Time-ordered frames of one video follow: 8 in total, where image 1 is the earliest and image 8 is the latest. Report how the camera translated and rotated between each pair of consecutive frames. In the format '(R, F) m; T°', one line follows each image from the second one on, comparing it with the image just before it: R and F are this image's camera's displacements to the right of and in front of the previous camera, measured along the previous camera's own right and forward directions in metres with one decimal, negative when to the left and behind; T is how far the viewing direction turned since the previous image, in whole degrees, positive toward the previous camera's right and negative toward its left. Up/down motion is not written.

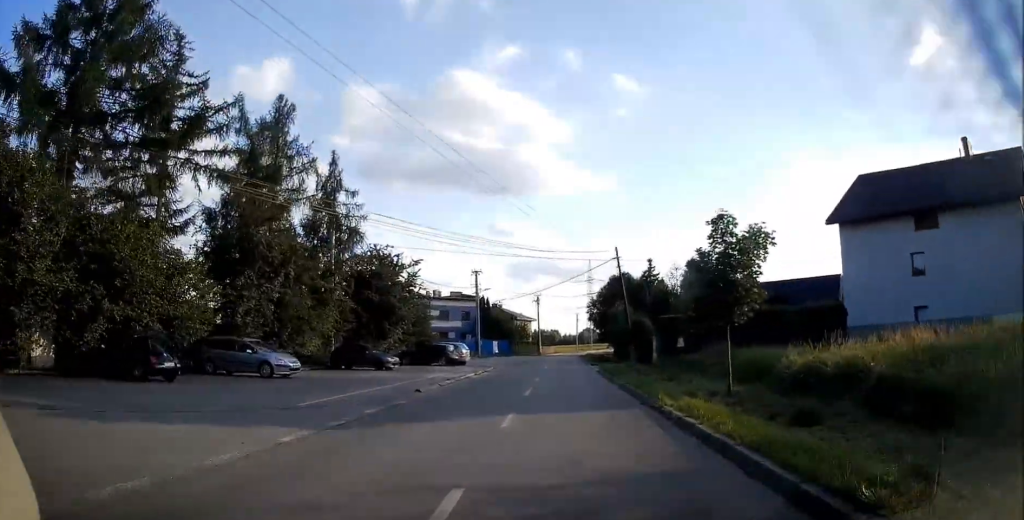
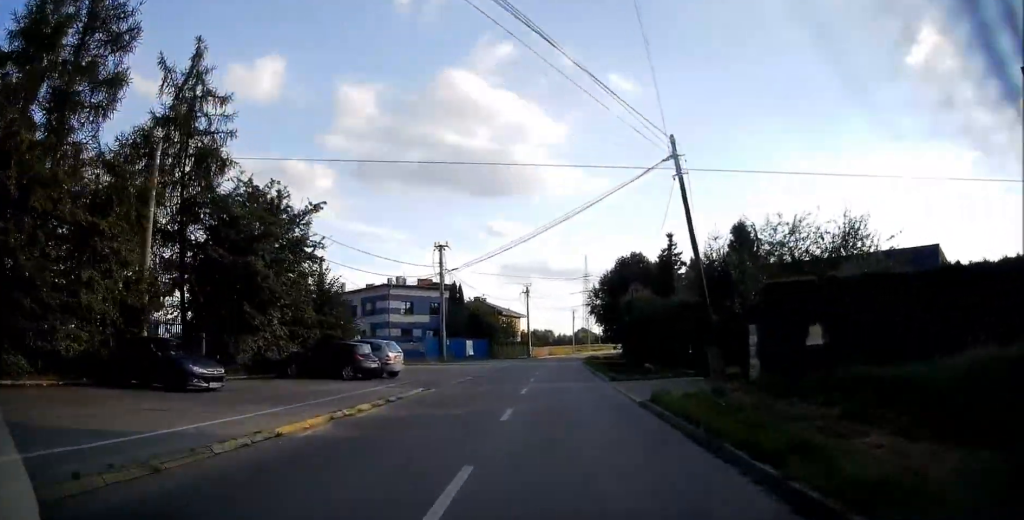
(-0.1, +17.6) m; 0°
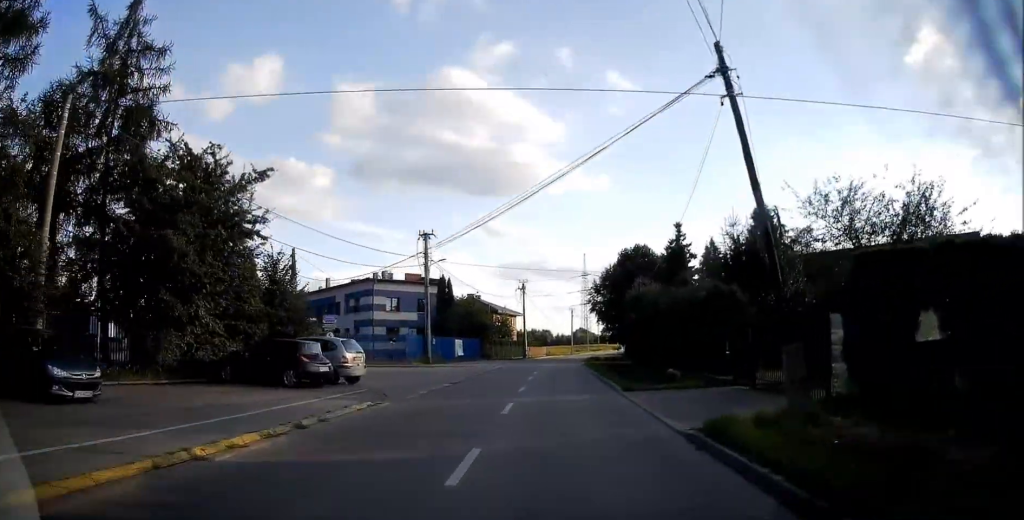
(0.0, +5.1) m; 0°
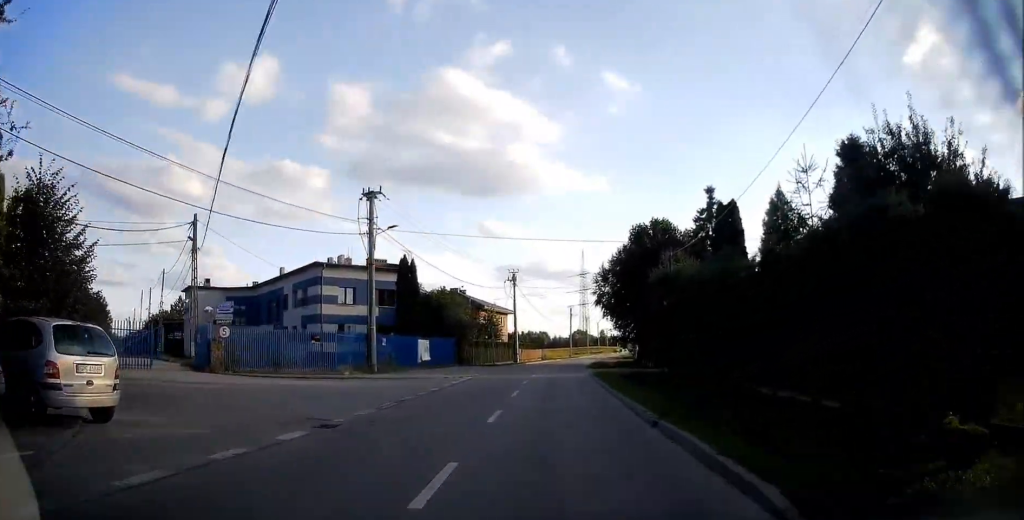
(+0.1, +13.0) m; 0°
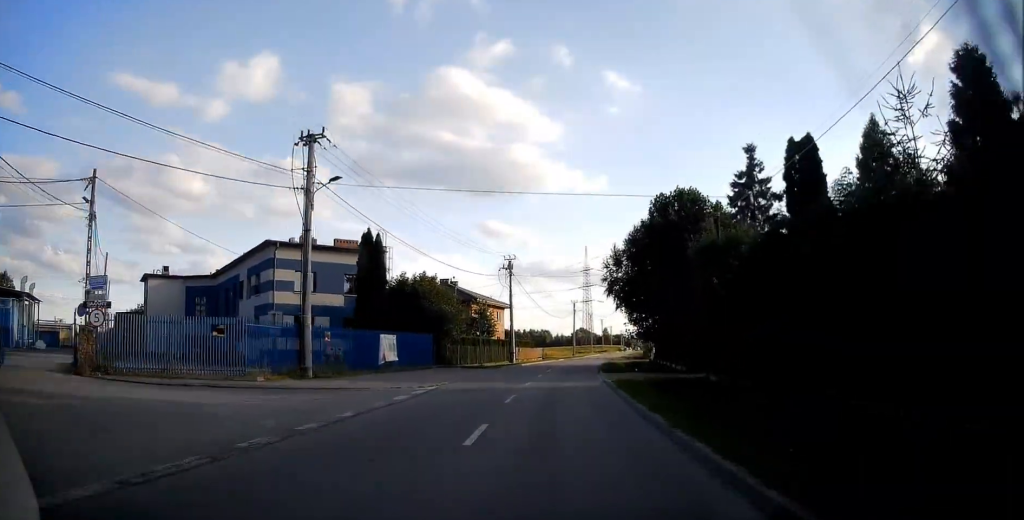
(0.0, +8.8) m; 0°
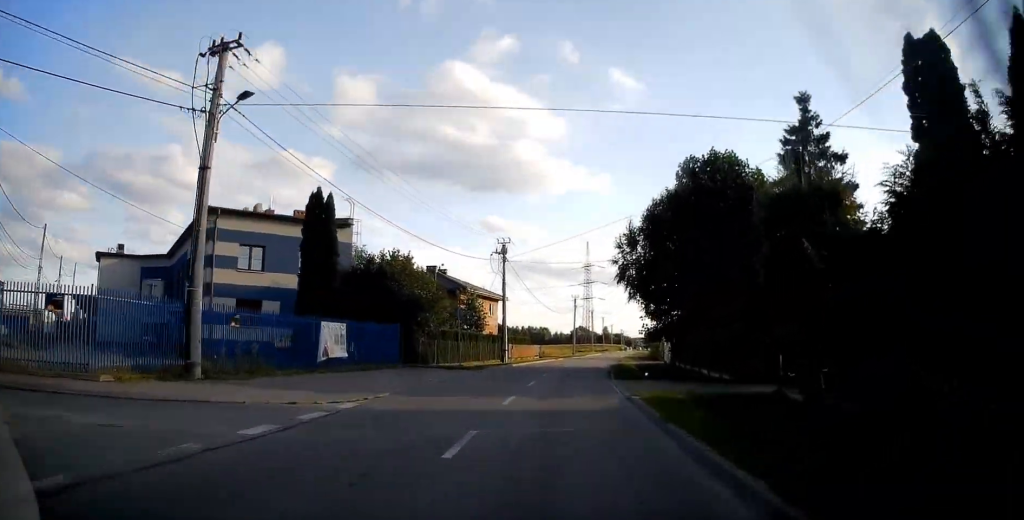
(0.0, +7.6) m; 0°
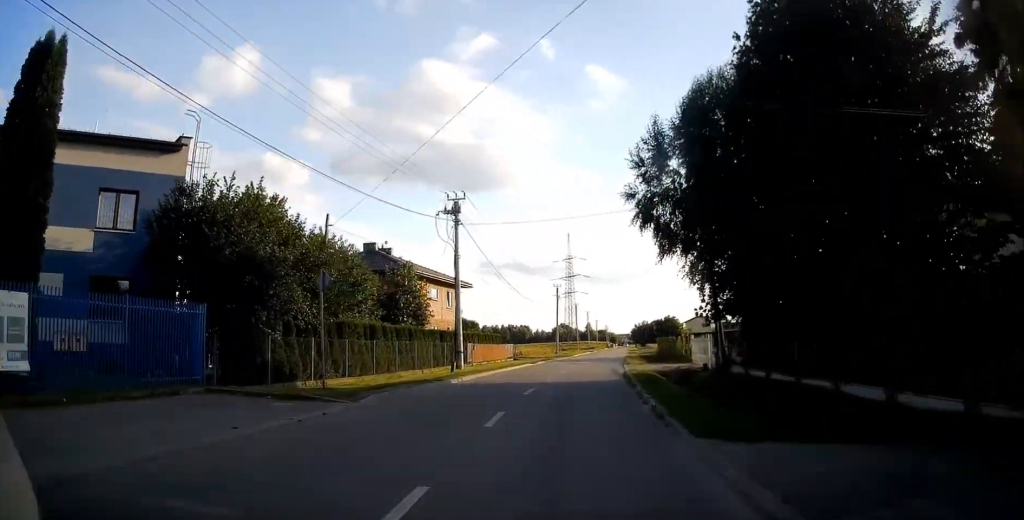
(+0.2, +15.6) m; +3°
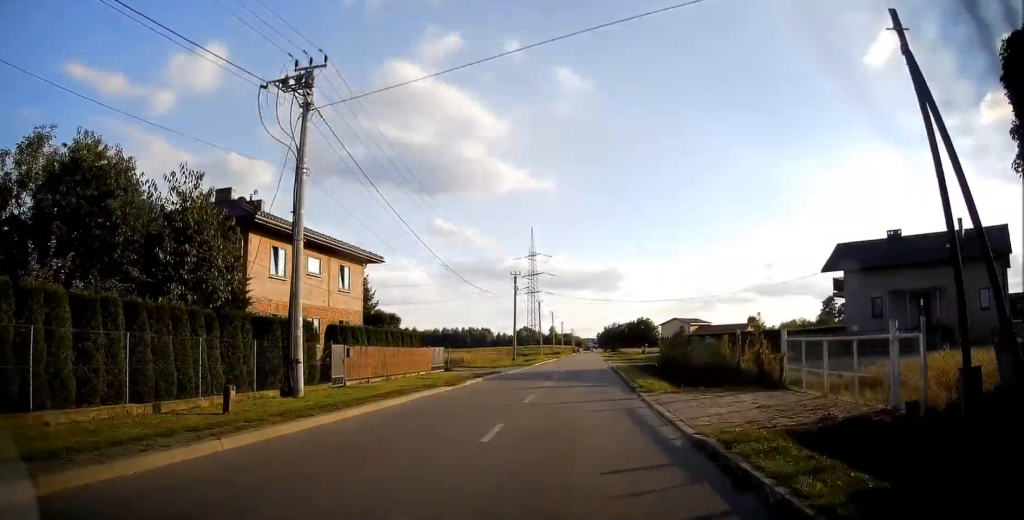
(+0.9, +18.7) m; +3°
